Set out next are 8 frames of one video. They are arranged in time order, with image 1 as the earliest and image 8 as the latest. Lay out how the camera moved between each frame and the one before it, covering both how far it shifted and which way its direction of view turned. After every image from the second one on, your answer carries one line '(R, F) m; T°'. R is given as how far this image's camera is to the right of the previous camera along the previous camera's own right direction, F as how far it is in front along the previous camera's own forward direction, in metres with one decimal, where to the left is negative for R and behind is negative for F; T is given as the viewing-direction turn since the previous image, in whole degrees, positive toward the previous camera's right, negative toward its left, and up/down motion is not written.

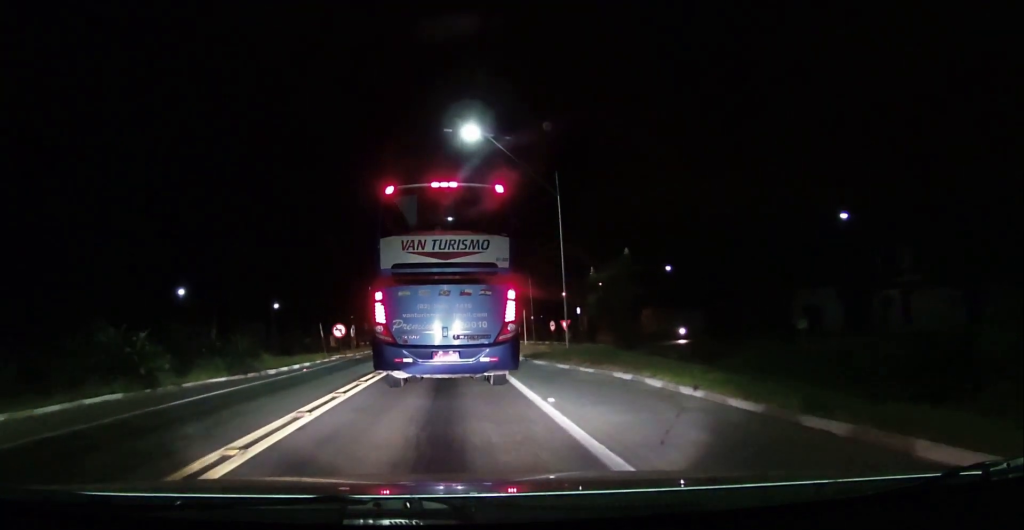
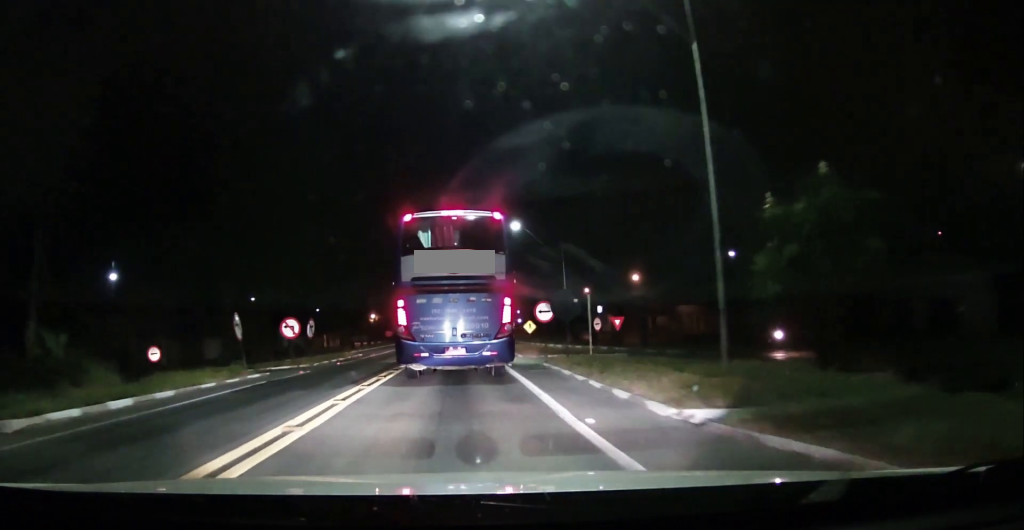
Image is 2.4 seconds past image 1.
(+0.4, +15.7) m; 0°
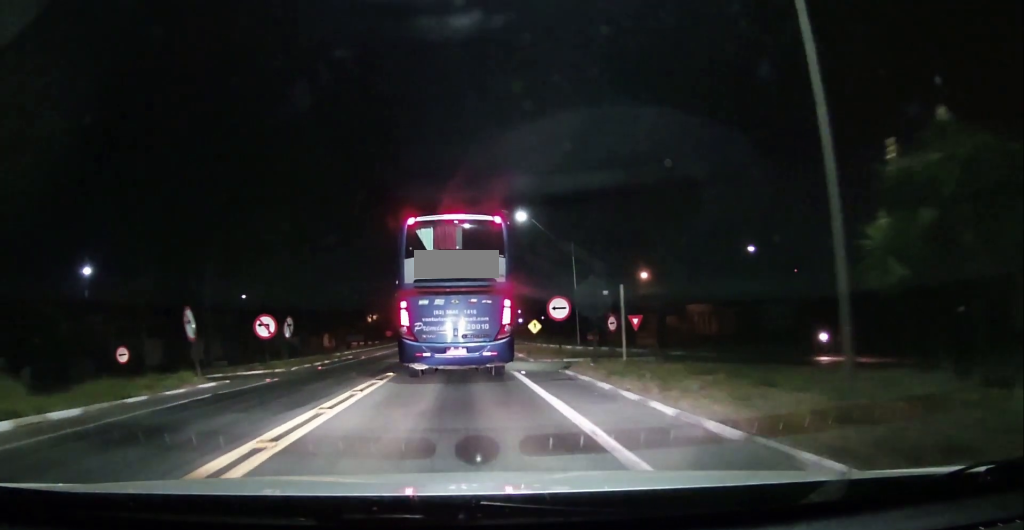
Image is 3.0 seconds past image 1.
(-0.1, +3.9) m; -1°
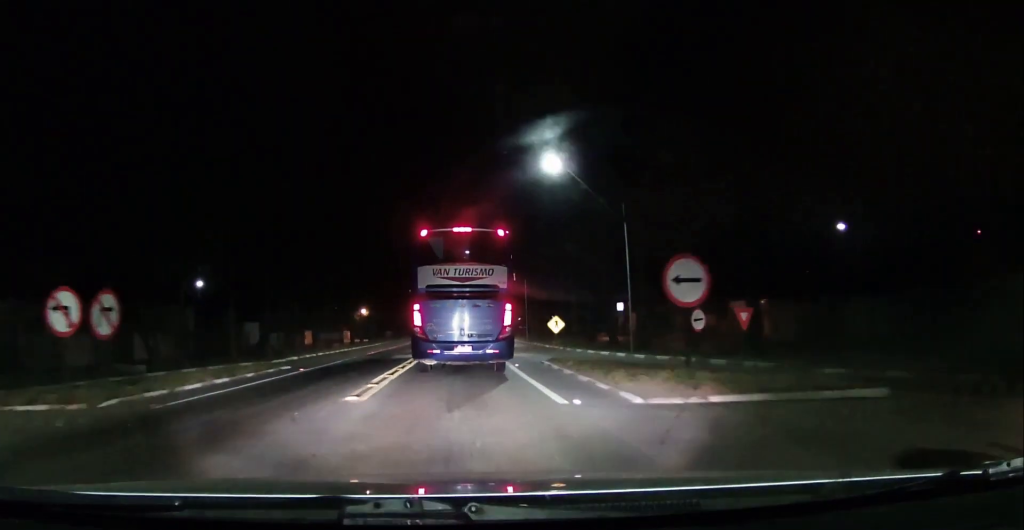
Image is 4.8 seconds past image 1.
(-0.1, +13.8) m; 0°
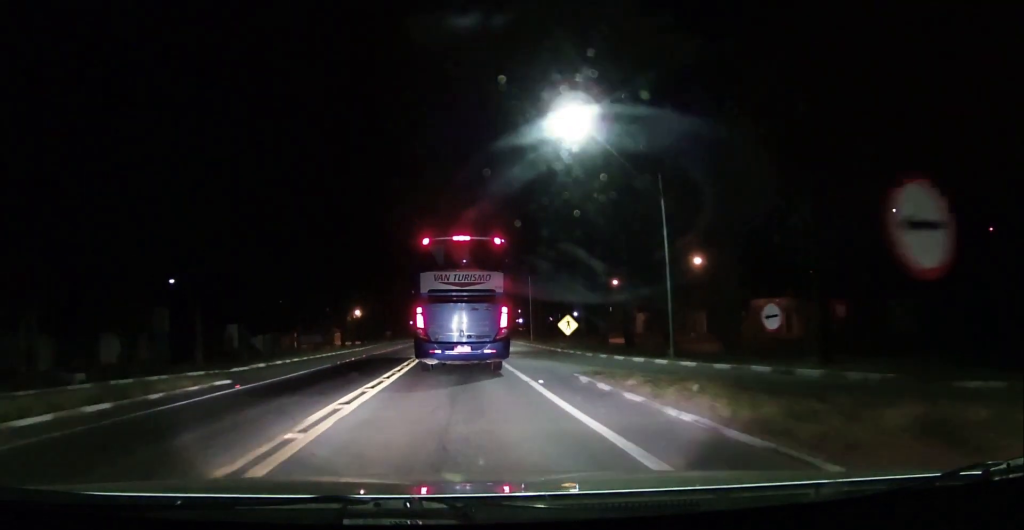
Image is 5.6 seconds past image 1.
(0.0, +6.4) m; 0°
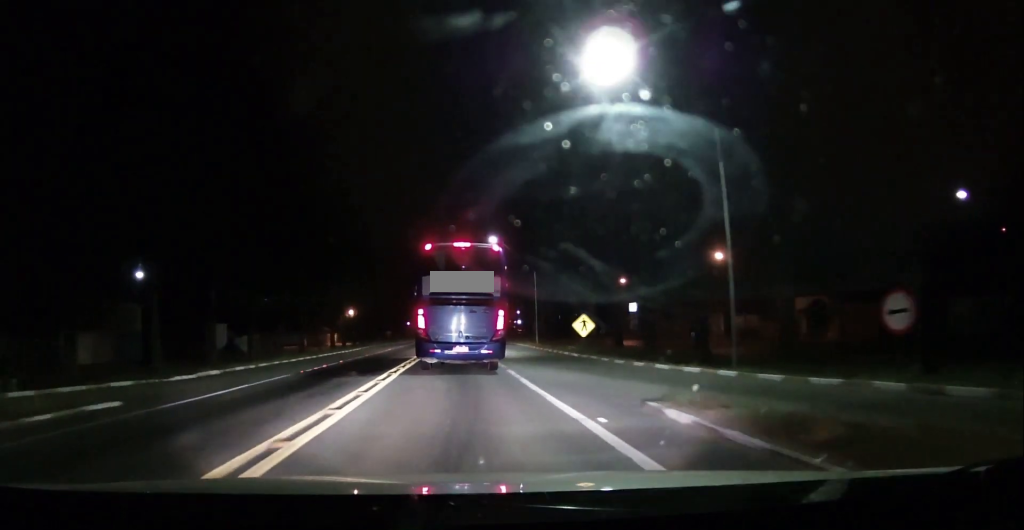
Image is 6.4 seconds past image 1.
(0.0, +6.1) m; 0°
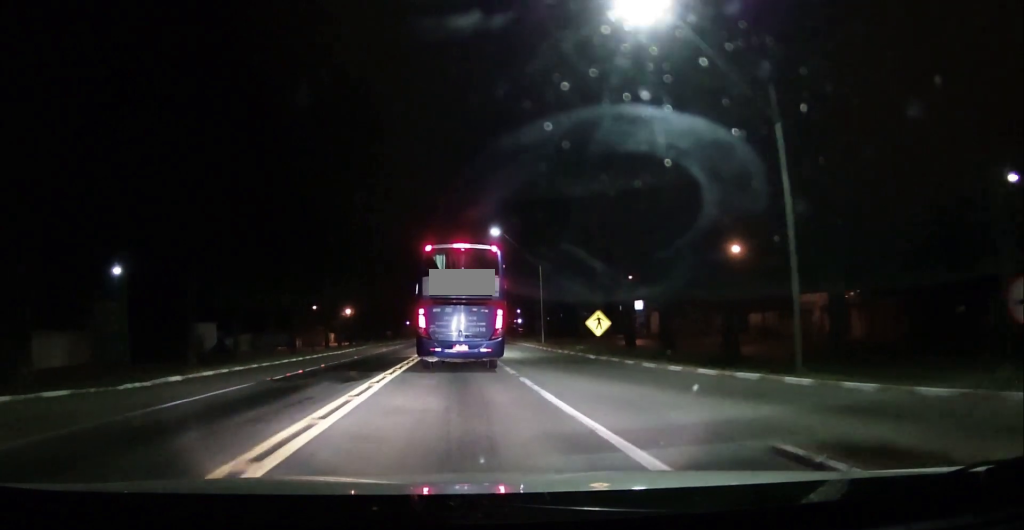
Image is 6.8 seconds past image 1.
(0.0, +3.8) m; 0°
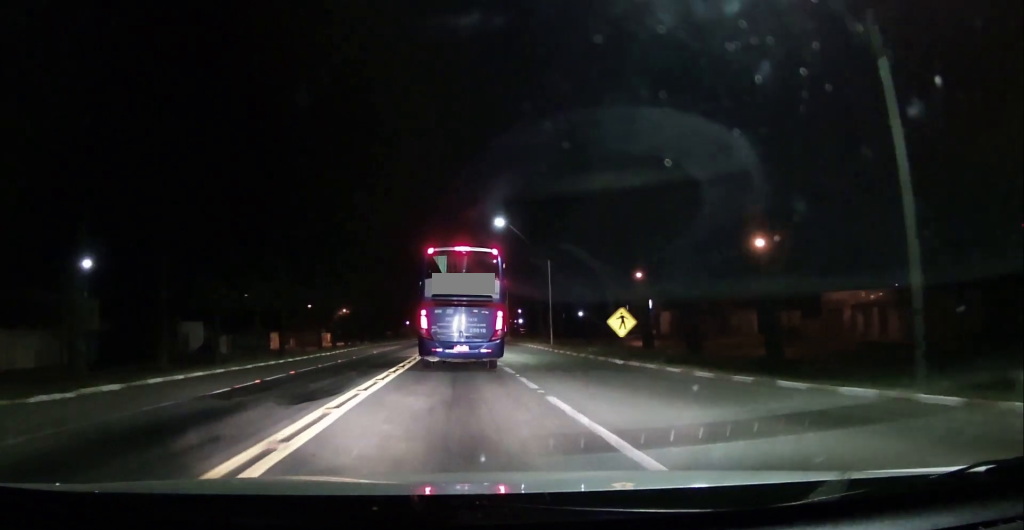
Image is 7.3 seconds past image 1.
(0.0, +4.5) m; 0°
